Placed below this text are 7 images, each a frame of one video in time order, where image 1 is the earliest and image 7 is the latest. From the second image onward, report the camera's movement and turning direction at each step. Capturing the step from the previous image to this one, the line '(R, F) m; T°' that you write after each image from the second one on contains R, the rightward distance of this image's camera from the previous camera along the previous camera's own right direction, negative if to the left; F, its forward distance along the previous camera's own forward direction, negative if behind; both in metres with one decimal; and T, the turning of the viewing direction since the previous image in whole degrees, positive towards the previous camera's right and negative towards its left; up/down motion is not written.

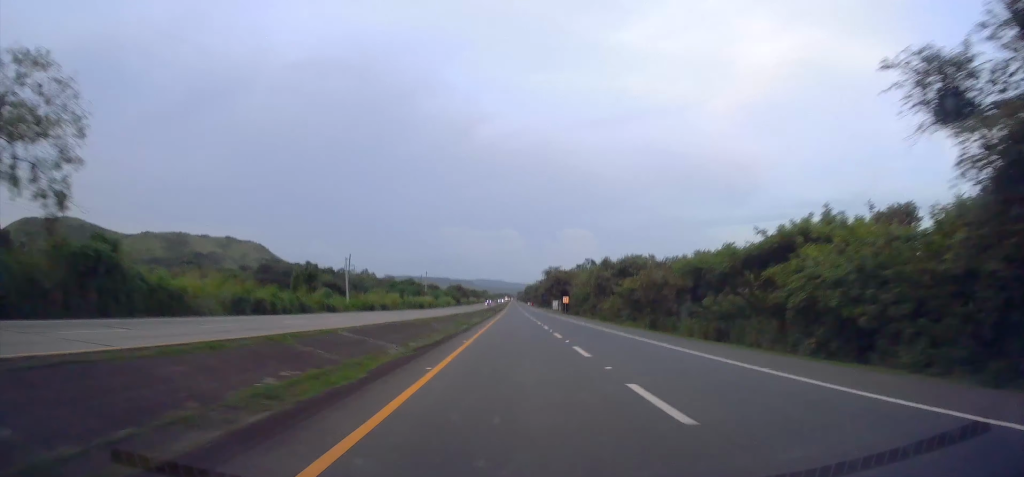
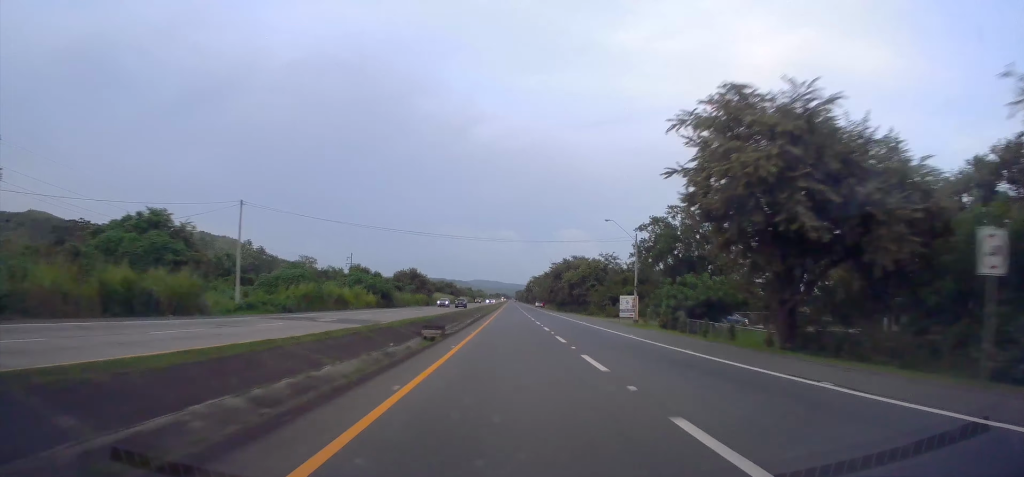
(+0.3, +97.1) m; 0°
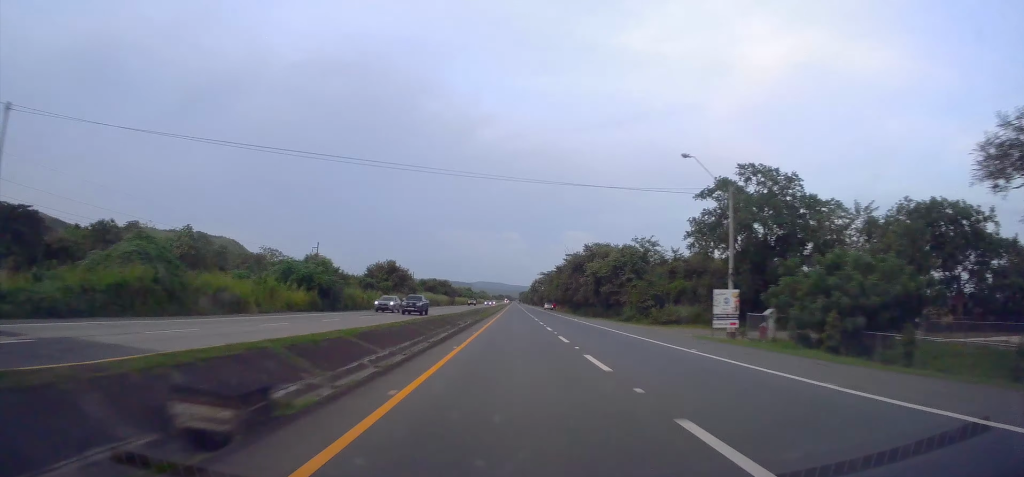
(0.0, +25.0) m; 0°
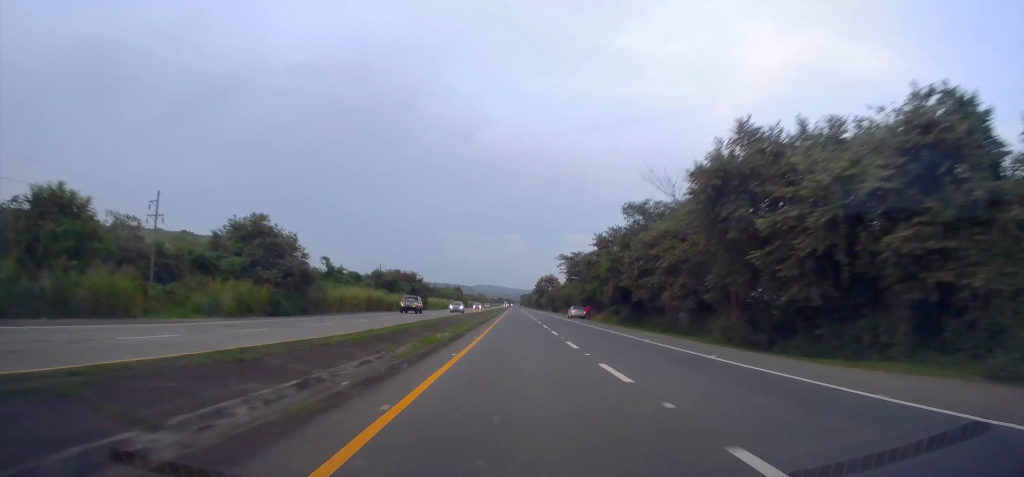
(+0.1, +51.0) m; 0°
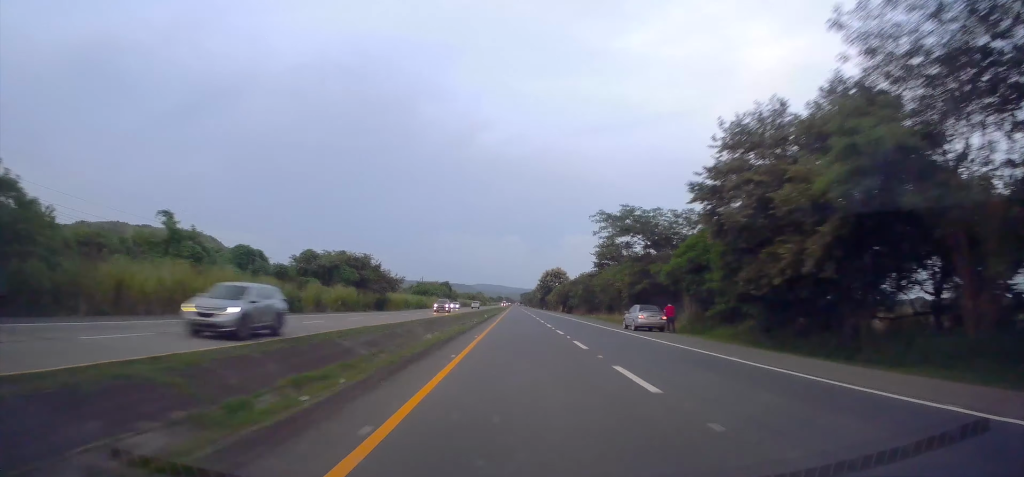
(0.0, +33.1) m; 0°
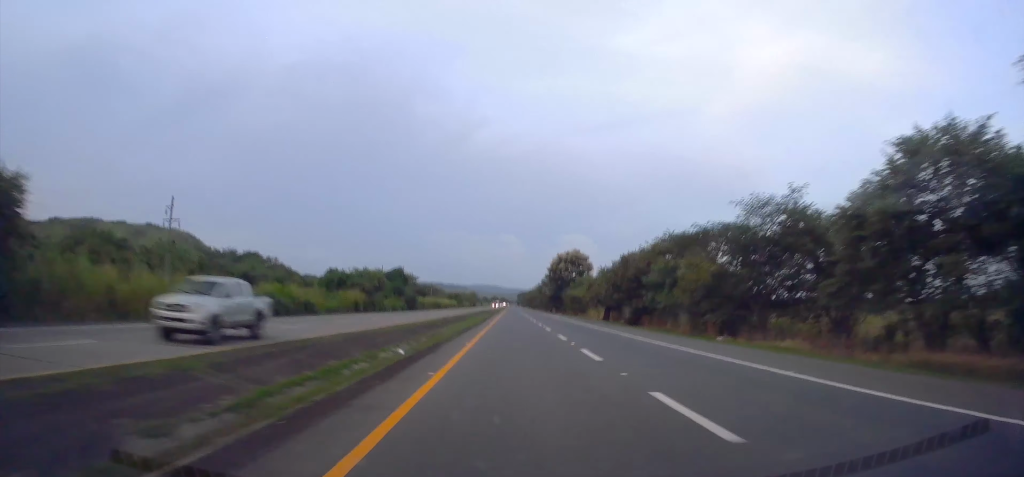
(-0.2, +54.8) m; 0°
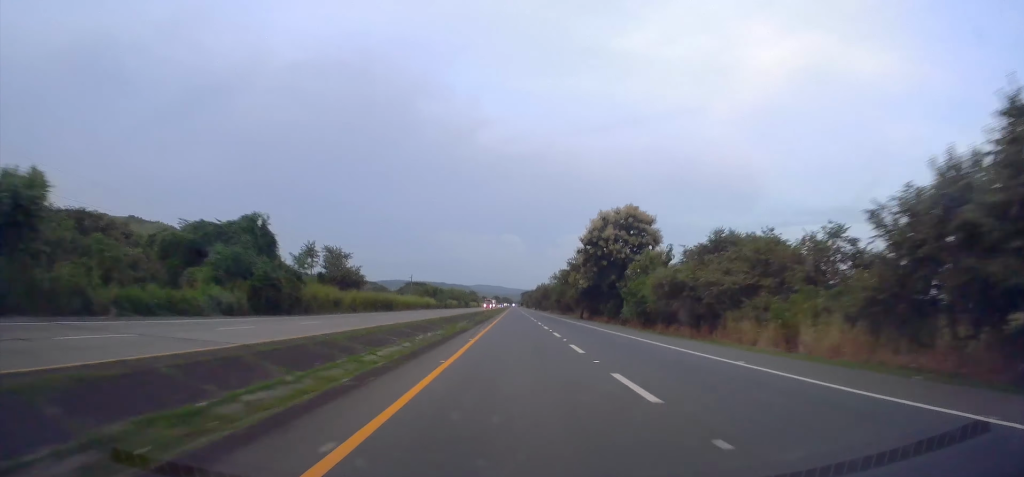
(+0.4, +48.7) m; 0°
